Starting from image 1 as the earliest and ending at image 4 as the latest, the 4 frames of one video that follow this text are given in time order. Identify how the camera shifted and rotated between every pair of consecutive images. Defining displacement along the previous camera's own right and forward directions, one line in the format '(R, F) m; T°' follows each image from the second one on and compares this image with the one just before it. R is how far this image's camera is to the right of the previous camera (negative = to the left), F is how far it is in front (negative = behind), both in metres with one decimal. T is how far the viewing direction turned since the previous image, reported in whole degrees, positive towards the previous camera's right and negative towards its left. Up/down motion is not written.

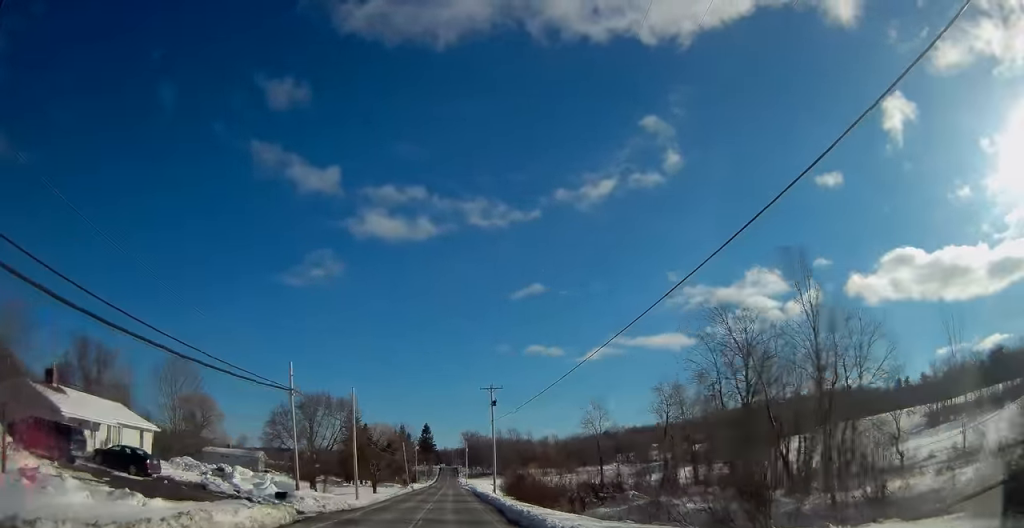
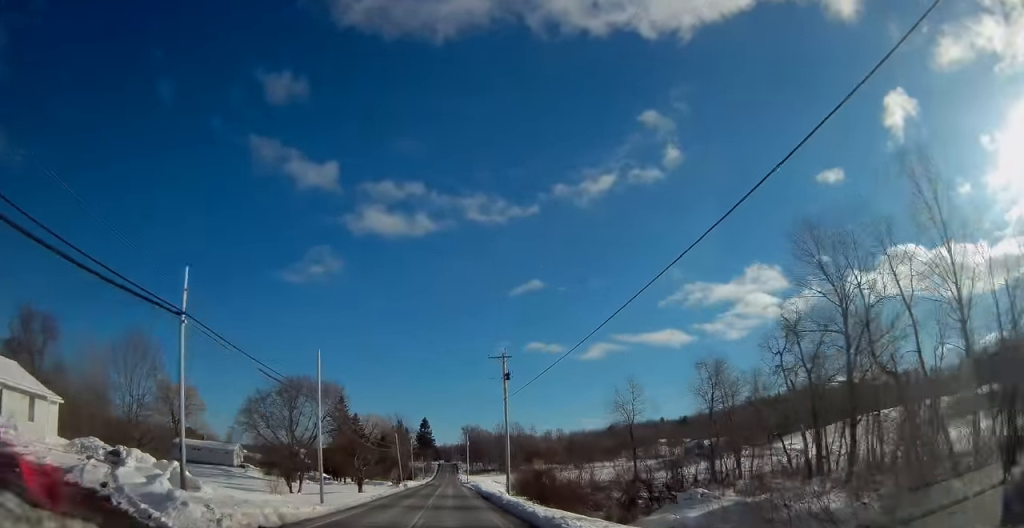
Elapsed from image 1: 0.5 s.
(0.0, +13.7) m; 0°
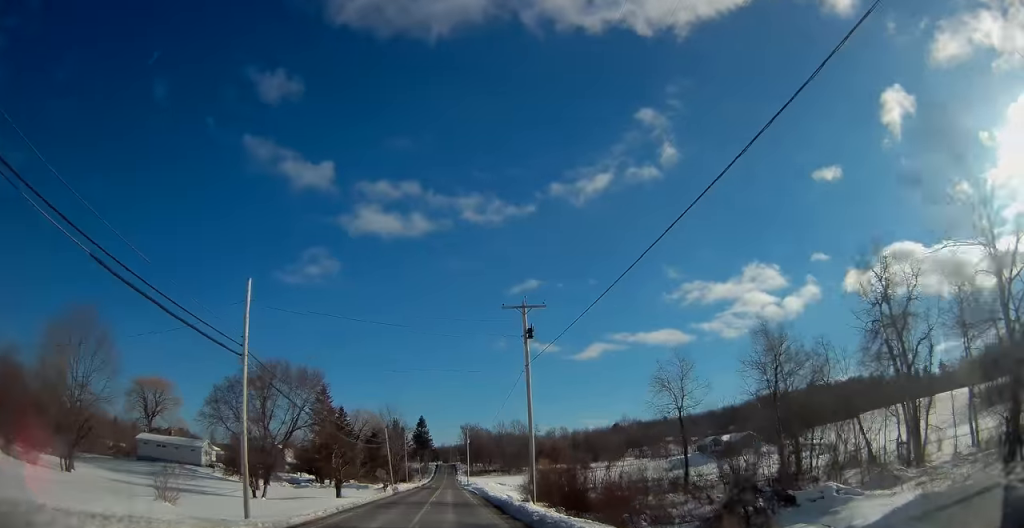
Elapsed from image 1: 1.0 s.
(+0.1, +13.7) m; 0°
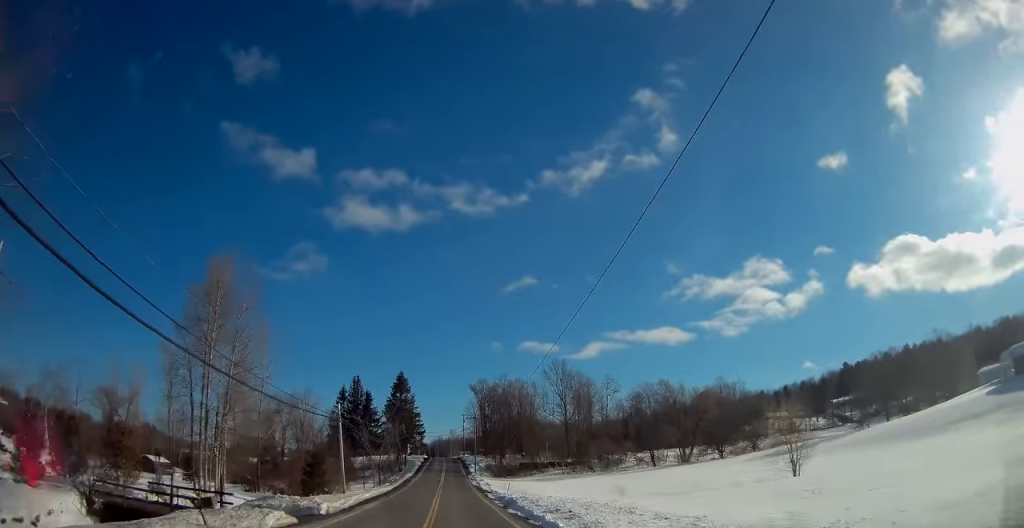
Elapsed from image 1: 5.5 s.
(-0.5, +124.7) m; 0°
